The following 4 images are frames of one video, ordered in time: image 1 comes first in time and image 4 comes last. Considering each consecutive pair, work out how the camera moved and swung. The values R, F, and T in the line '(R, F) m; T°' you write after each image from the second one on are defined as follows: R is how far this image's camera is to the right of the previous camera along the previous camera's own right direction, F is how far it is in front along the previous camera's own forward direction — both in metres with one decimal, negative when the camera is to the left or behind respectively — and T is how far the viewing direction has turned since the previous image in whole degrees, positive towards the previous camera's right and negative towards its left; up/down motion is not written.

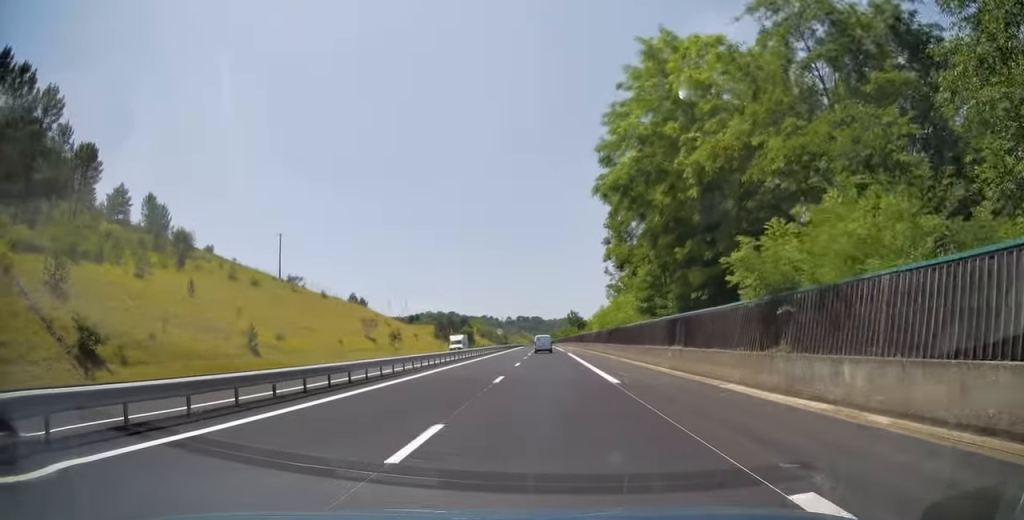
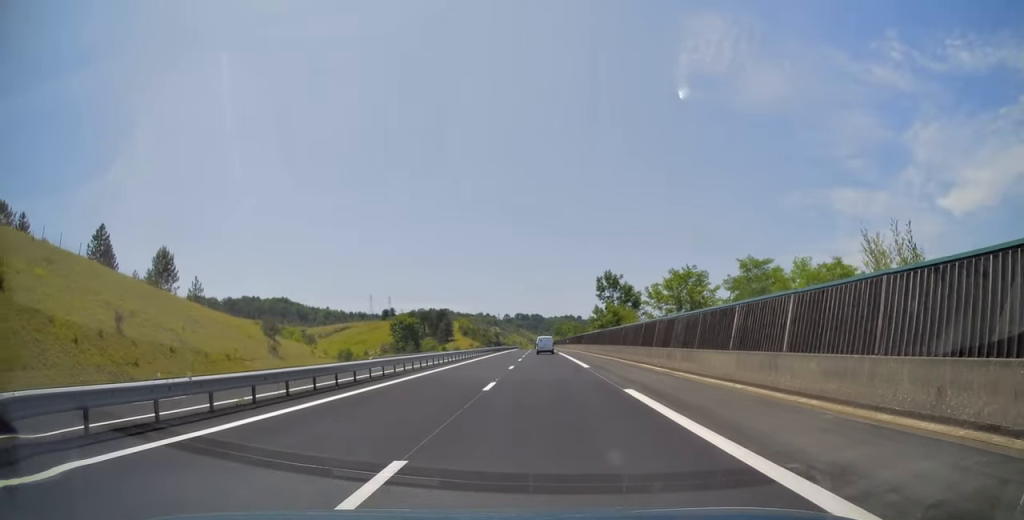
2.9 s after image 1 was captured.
(-0.8, +93.1) m; 0°
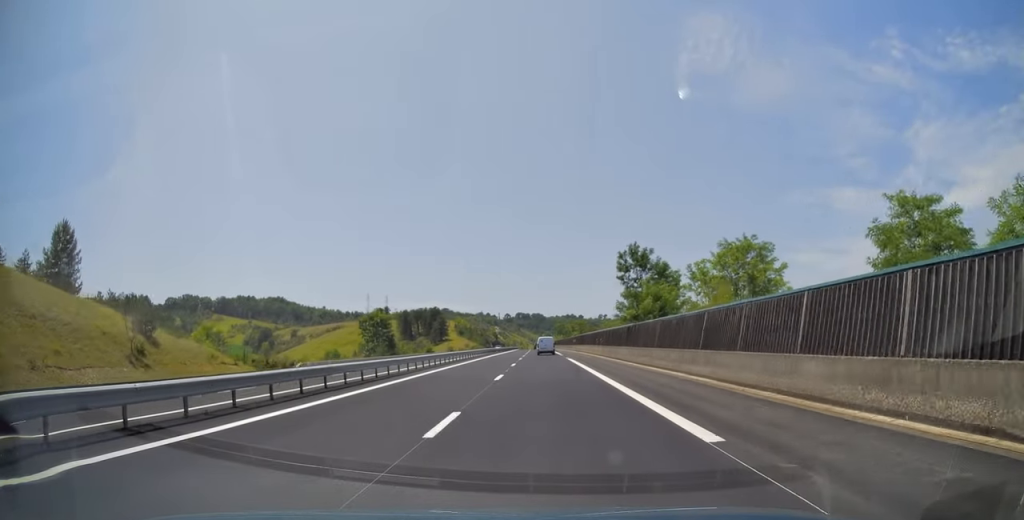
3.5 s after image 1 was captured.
(0.0, +20.9) m; 0°
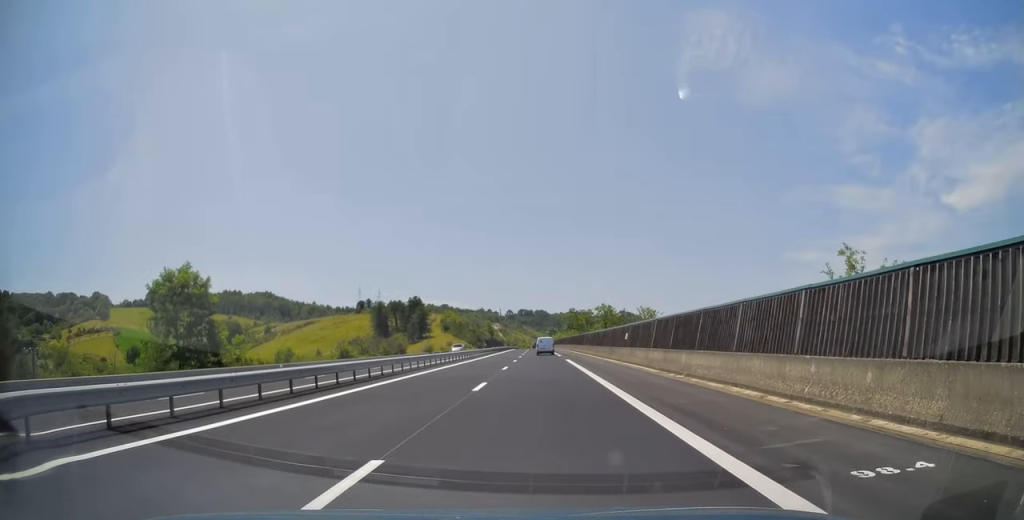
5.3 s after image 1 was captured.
(-0.1, +56.2) m; -1°
